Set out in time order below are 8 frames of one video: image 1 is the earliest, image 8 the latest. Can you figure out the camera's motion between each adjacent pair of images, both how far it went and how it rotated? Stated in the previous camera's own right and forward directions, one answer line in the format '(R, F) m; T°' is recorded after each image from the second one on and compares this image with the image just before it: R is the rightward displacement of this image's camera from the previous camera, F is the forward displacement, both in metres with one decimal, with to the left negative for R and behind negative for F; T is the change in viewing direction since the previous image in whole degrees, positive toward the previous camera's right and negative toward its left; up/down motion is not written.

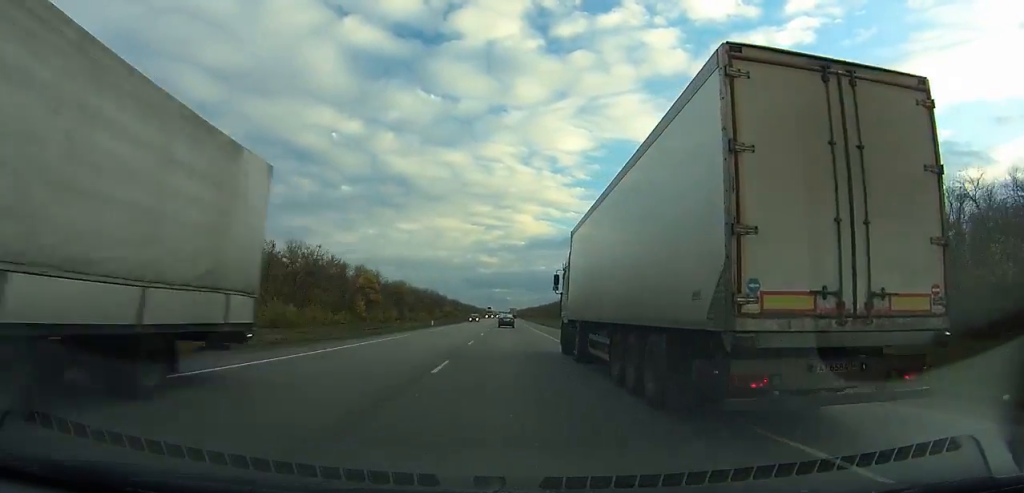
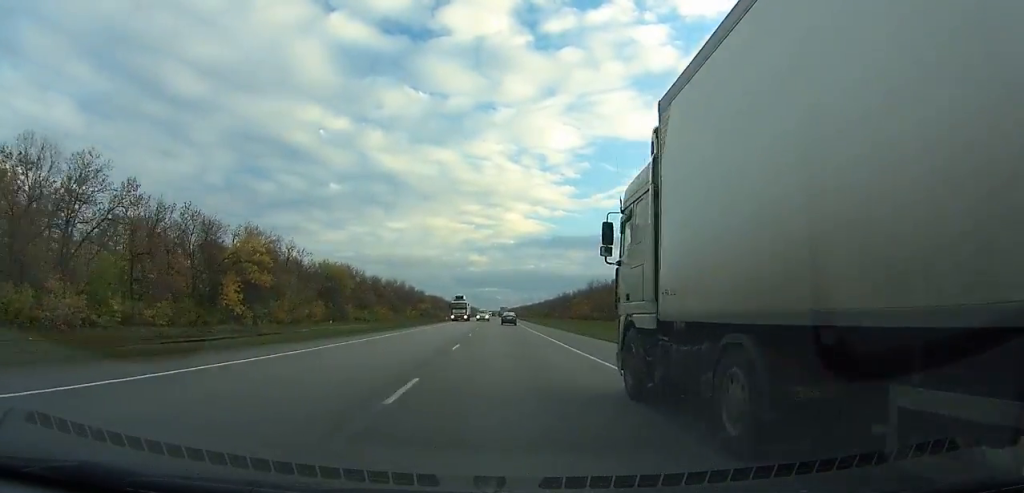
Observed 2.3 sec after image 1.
(+0.2, +65.8) m; 0°
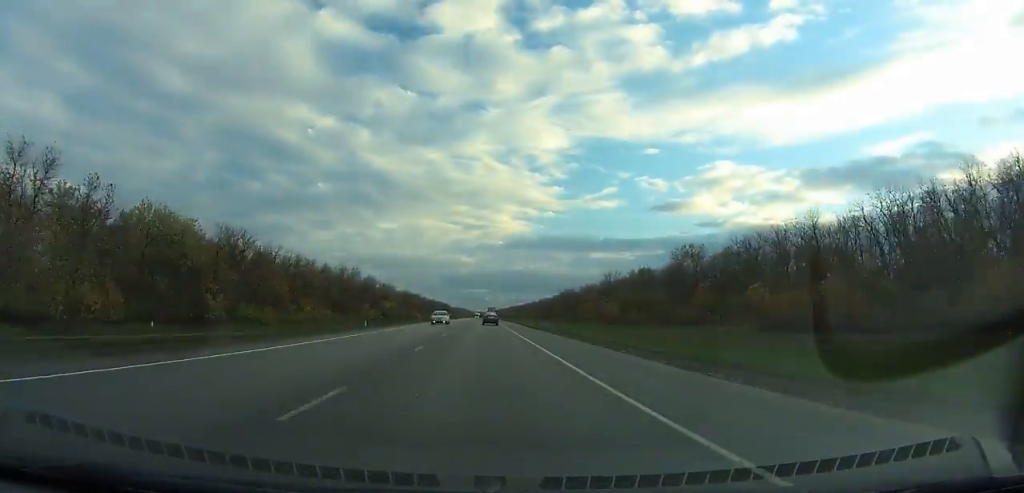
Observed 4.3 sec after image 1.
(+0.2, +58.8) m; 0°
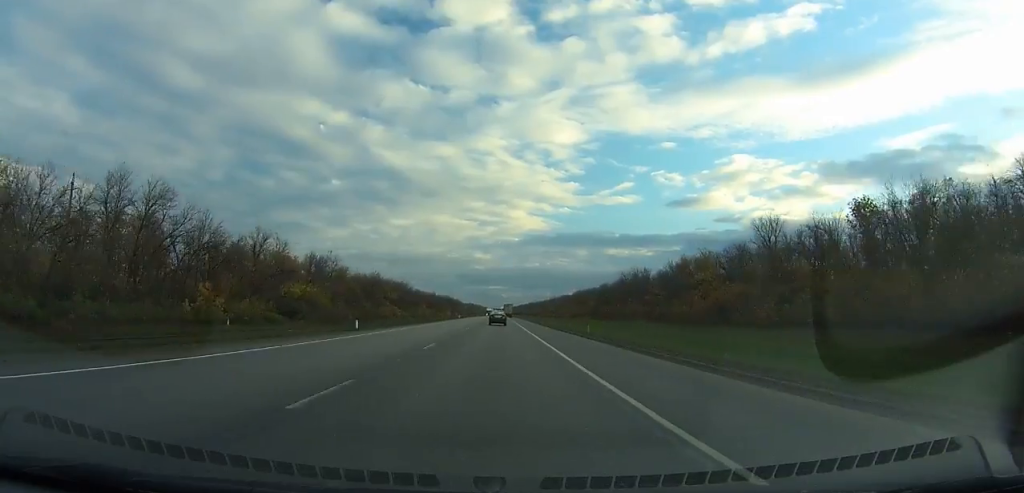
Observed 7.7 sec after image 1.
(+0.1, +102.7) m; 0°
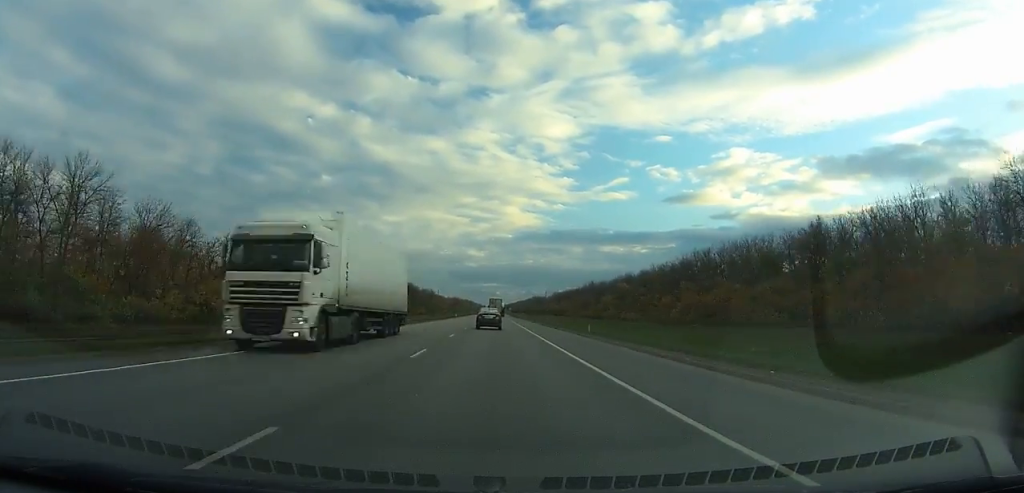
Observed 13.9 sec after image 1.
(-0.1, +180.3) m; 0°
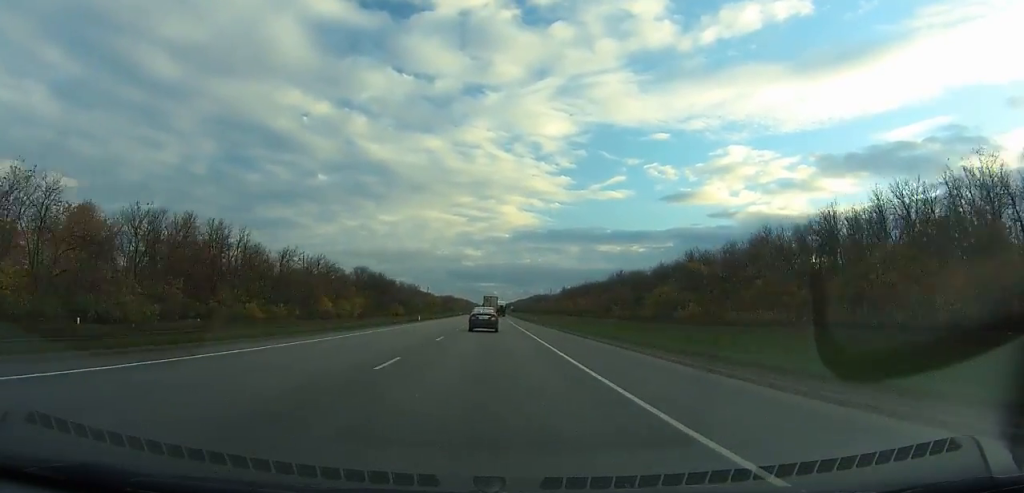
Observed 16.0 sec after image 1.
(-0.1, +57.8) m; 0°
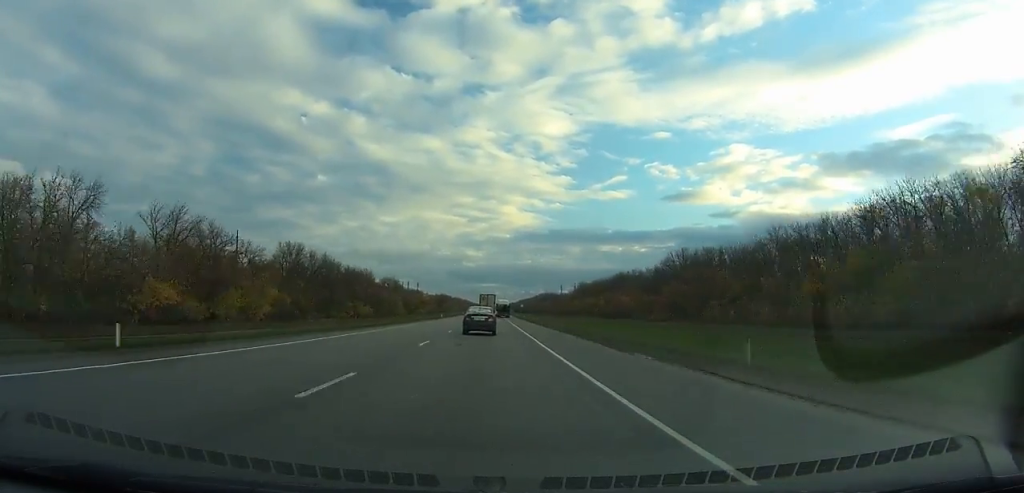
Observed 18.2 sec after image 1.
(0.0, +60.5) m; 0°
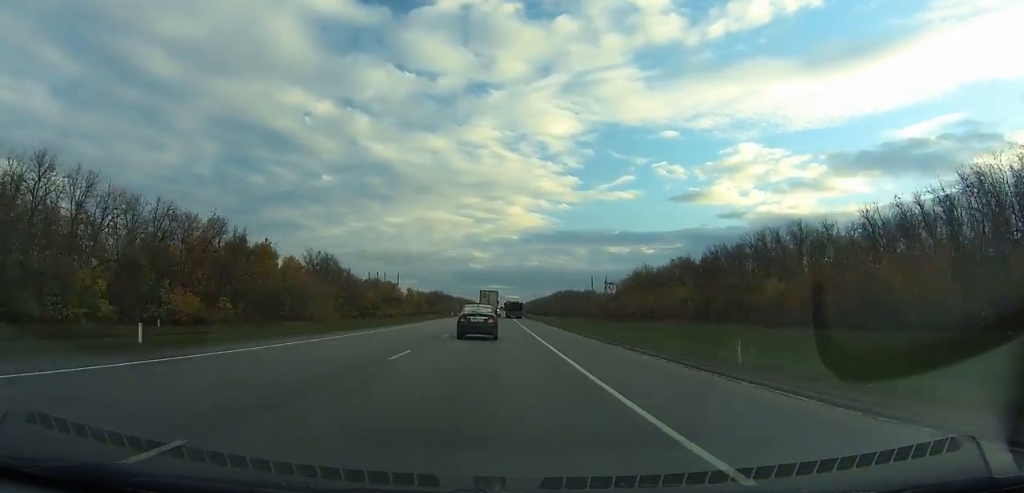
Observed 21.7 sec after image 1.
(-0.2, +97.0) m; 0°
